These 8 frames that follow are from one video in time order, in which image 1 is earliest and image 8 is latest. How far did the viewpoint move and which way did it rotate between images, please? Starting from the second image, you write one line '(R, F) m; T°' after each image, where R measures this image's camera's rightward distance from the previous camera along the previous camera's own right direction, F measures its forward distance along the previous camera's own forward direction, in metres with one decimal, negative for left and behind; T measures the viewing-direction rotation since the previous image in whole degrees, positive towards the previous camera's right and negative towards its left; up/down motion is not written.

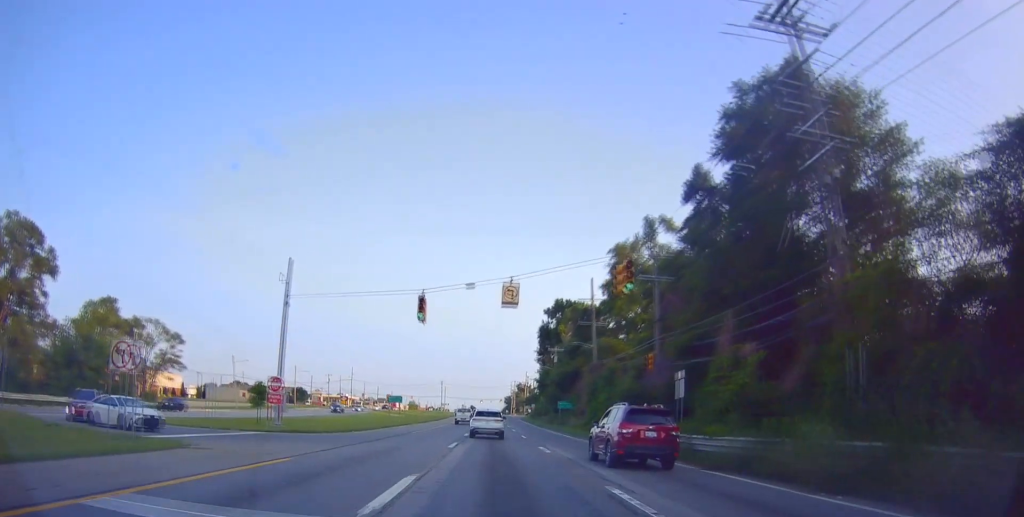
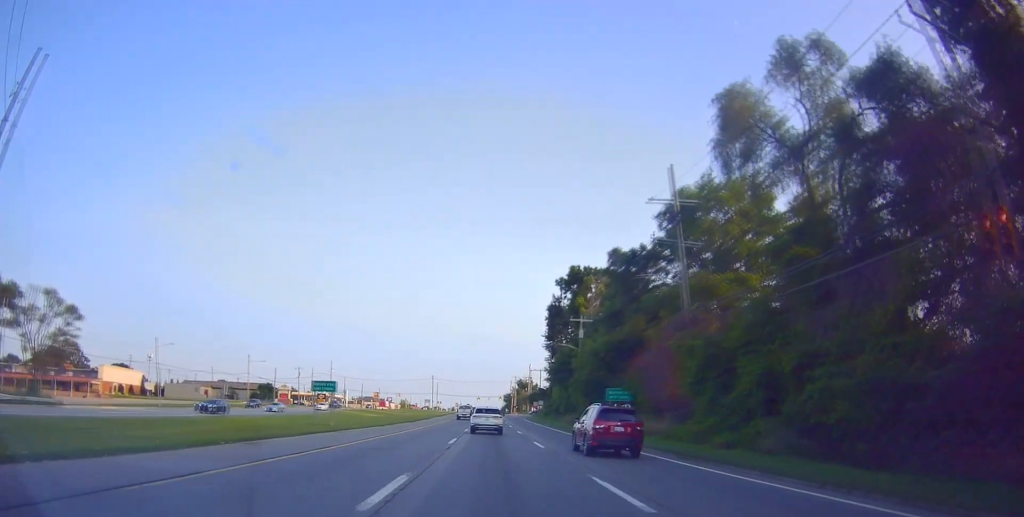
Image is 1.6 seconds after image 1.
(0.0, +29.2) m; -2°
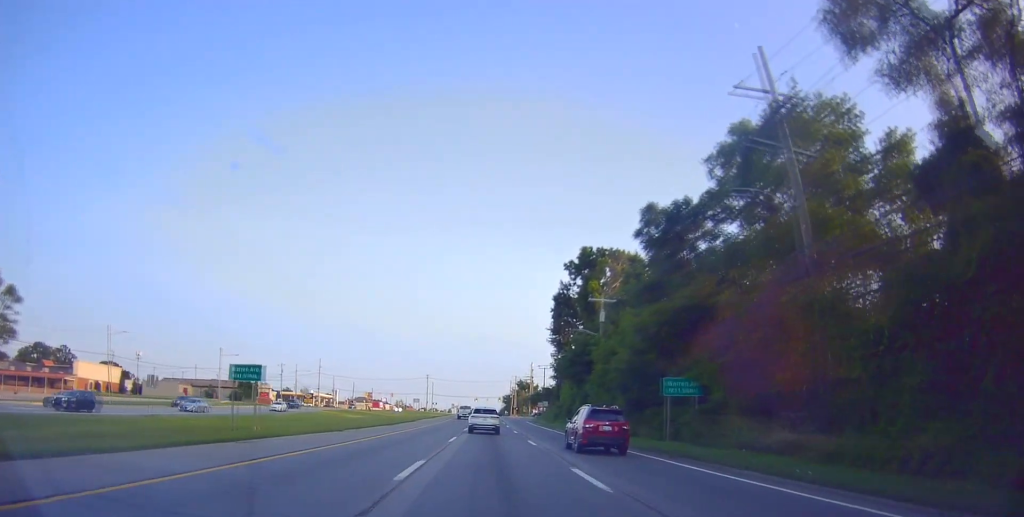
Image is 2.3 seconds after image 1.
(-0.3, +12.9) m; +1°
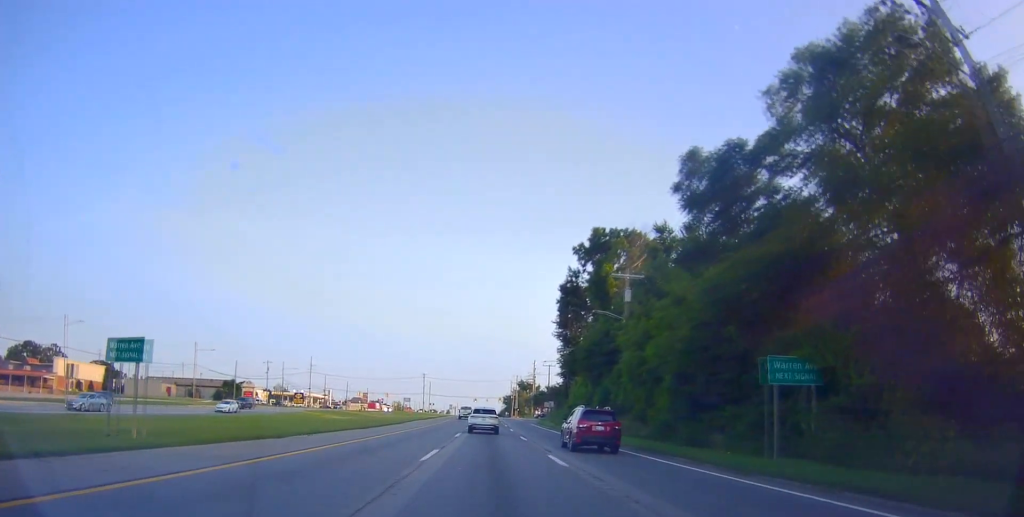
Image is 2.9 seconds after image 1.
(+0.2, +10.0) m; 0°
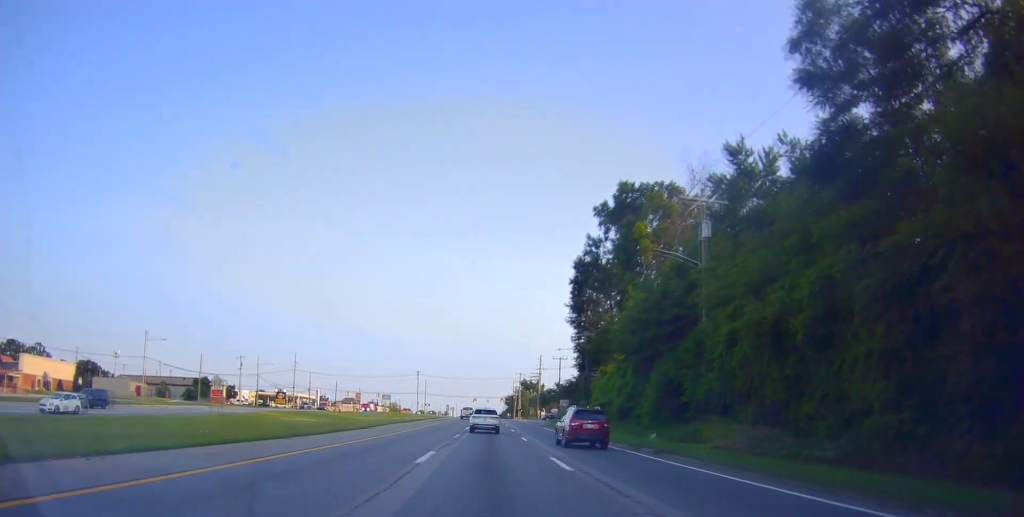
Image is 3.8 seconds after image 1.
(+0.2, +16.4) m; 0°
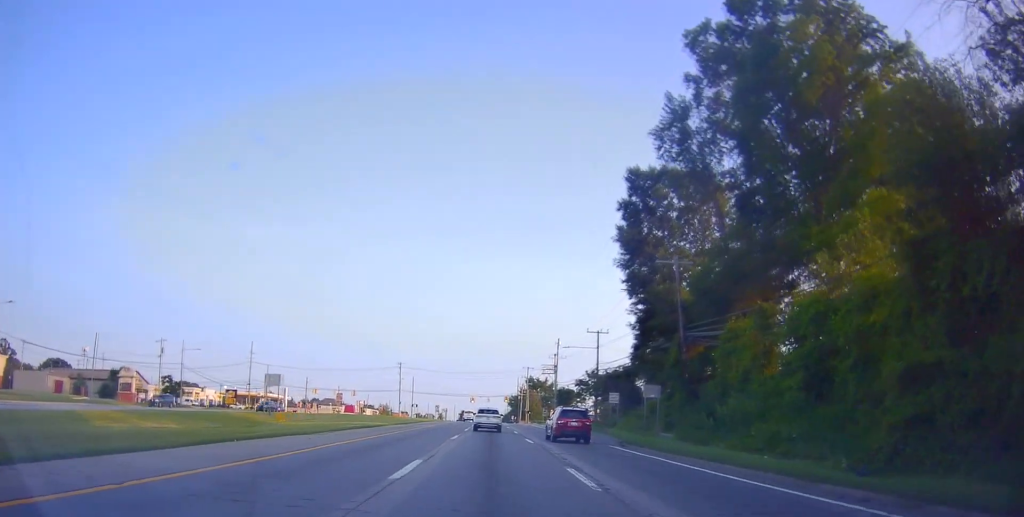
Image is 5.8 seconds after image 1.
(+0.3, +34.1) m; 0°
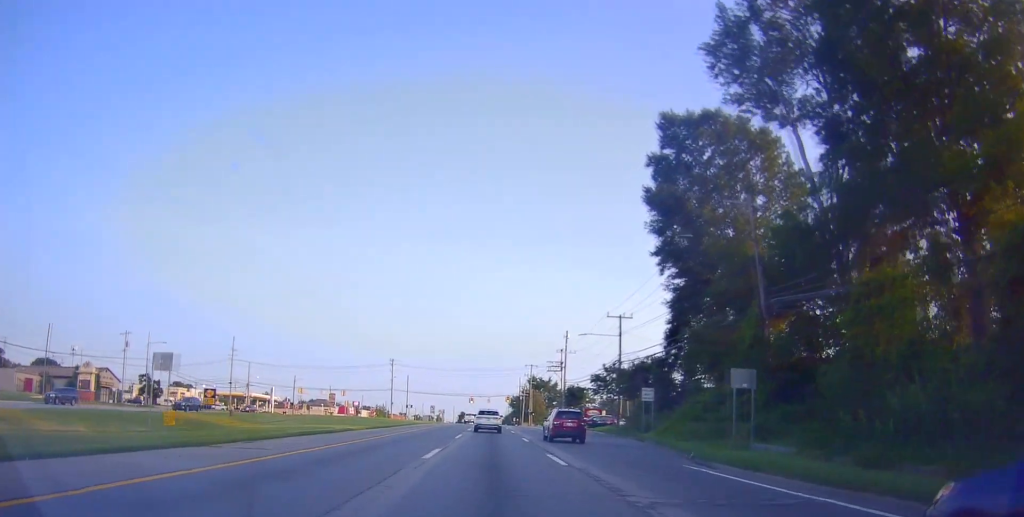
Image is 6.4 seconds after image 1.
(-0.1, +11.2) m; -2°
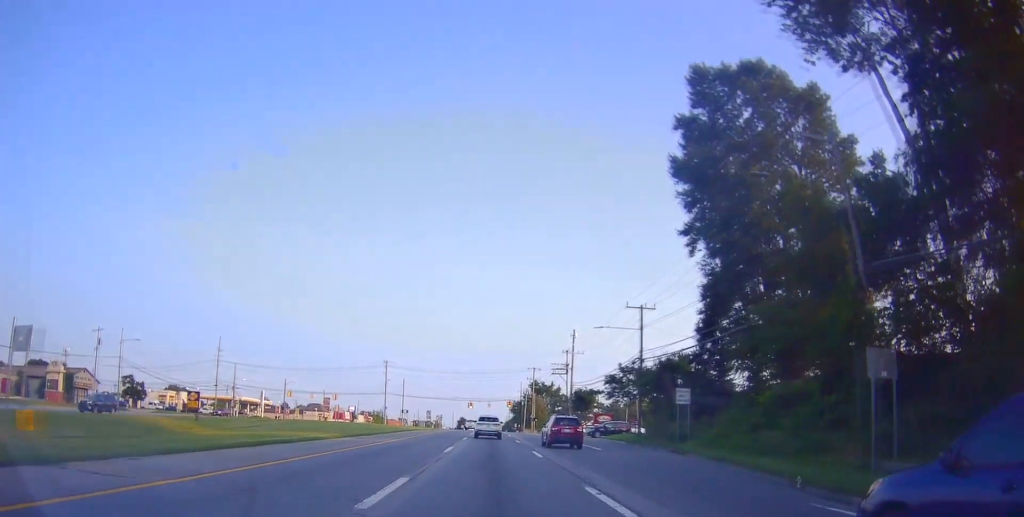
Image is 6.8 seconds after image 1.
(-0.1, +7.7) m; 0°
